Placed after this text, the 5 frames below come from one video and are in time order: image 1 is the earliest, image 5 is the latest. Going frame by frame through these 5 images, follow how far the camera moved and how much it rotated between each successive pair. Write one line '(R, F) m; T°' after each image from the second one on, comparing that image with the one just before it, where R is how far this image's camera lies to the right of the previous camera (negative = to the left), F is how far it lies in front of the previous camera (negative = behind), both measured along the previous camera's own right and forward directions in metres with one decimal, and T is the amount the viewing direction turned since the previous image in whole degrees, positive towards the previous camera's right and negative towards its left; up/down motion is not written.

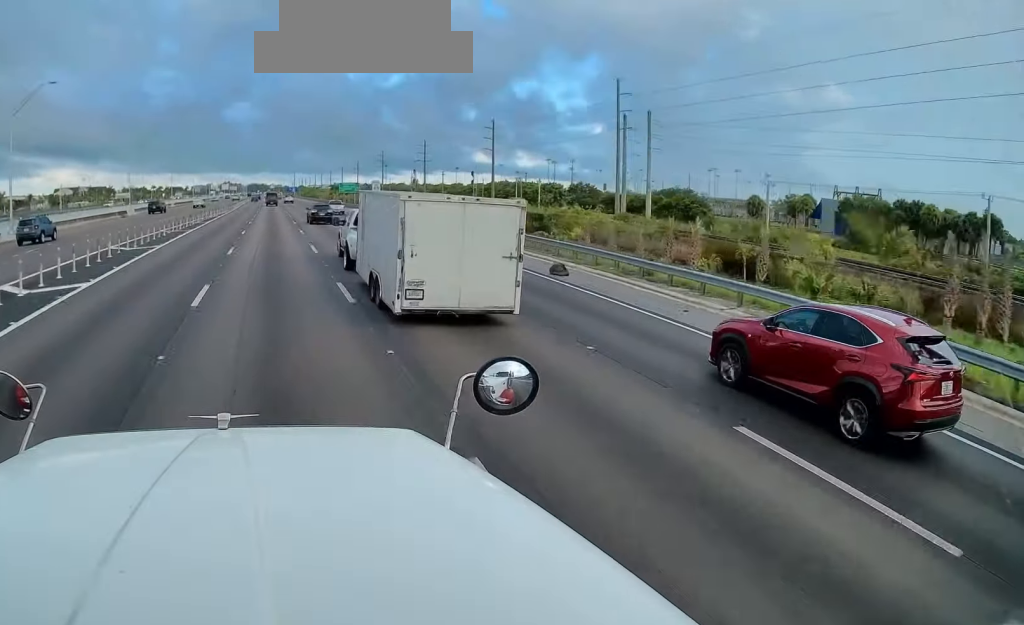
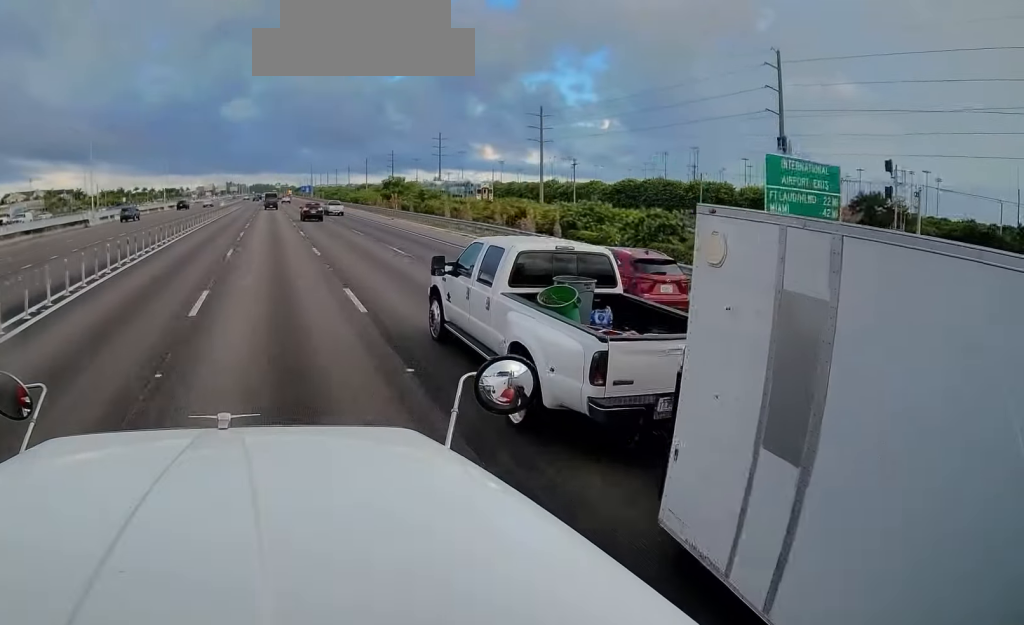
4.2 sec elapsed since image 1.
(+1.1, +109.4) m; 0°
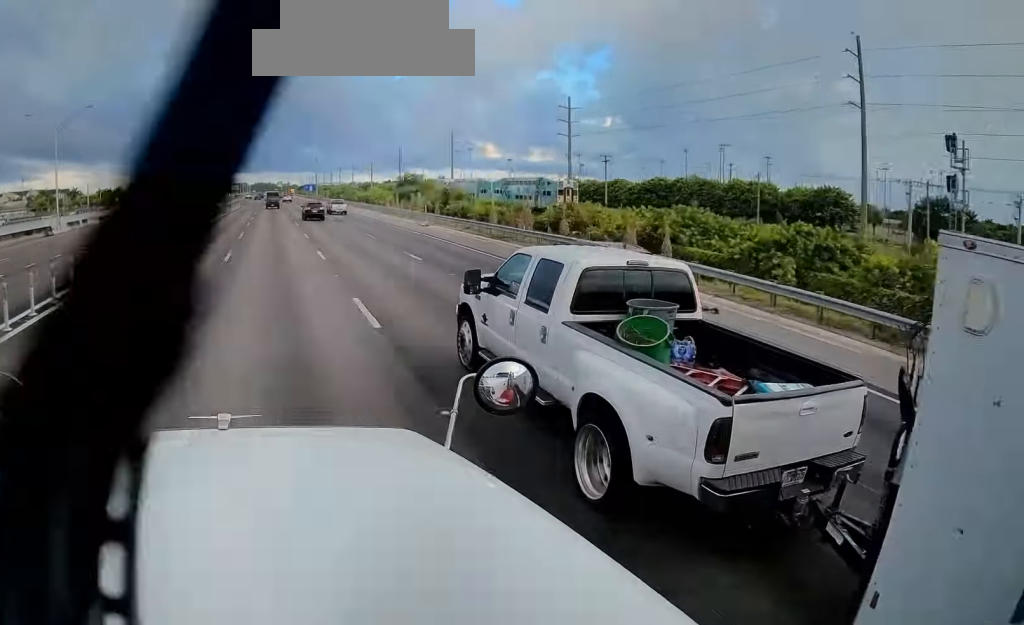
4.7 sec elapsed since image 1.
(0.0, +14.0) m; 0°
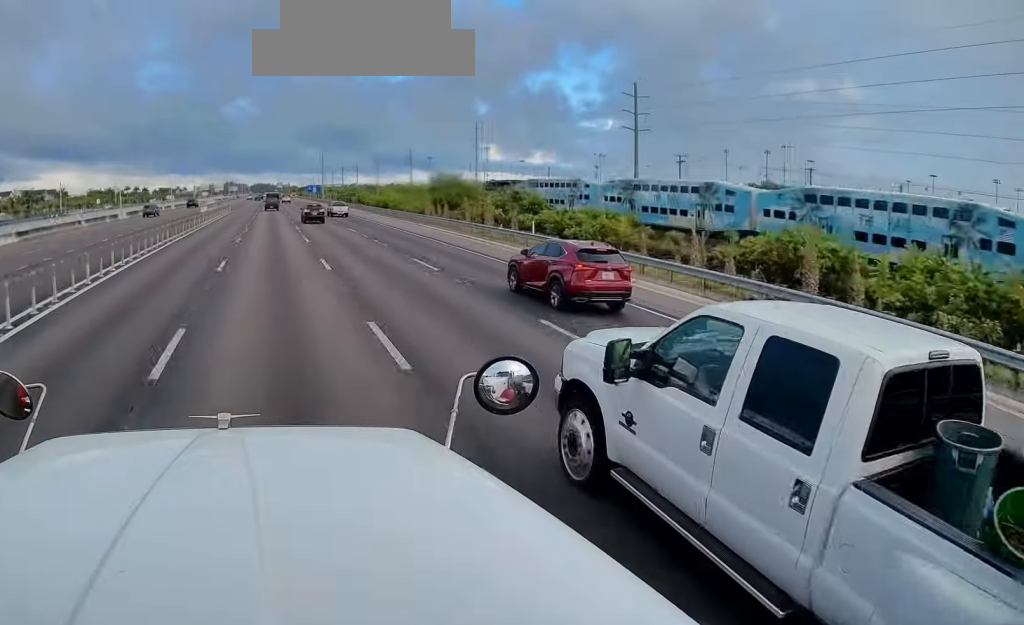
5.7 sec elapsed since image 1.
(-0.2, +27.0) m; 0°
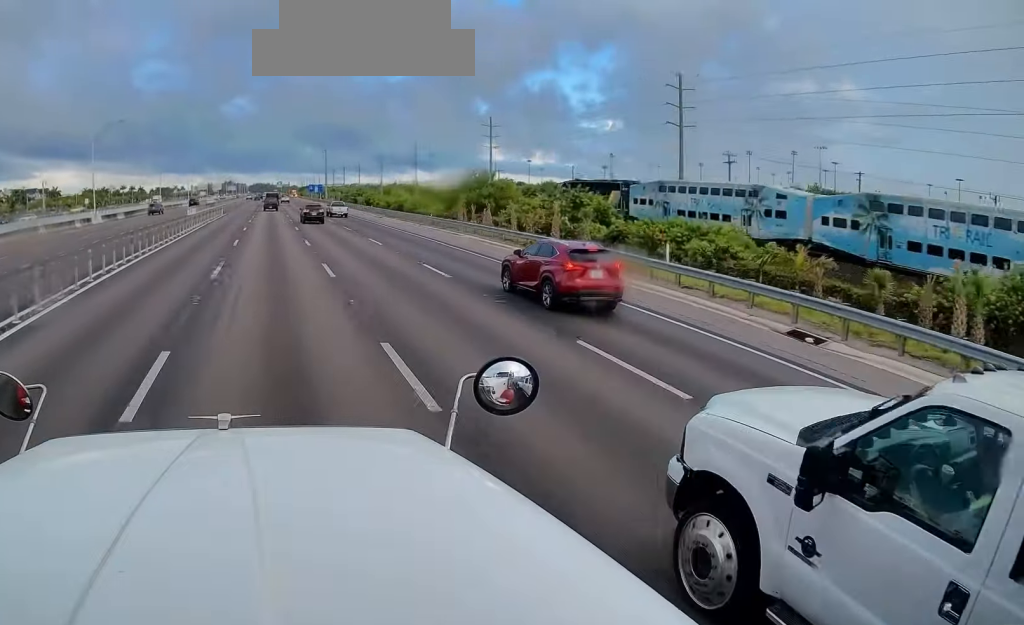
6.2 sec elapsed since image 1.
(+0.2, +13.0) m; 0°
